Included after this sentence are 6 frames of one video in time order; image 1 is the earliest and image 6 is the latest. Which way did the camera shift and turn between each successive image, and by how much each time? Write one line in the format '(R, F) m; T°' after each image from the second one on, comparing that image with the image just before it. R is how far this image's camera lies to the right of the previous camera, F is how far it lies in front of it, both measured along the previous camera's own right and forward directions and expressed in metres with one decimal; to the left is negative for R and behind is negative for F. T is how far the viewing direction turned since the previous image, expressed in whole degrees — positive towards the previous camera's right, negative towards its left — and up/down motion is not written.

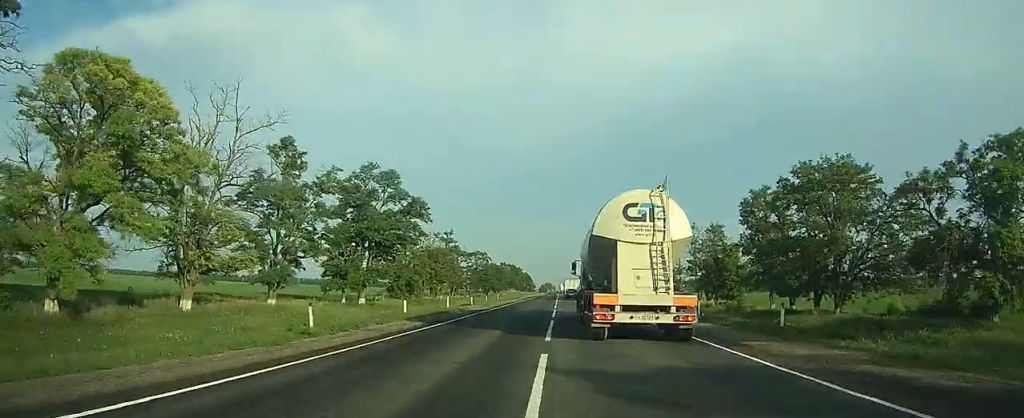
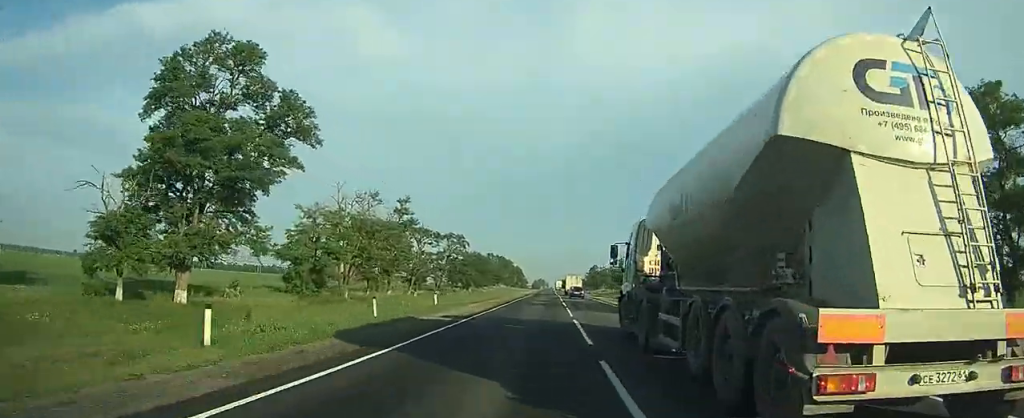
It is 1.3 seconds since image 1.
(-0.3, +35.6) m; -1°
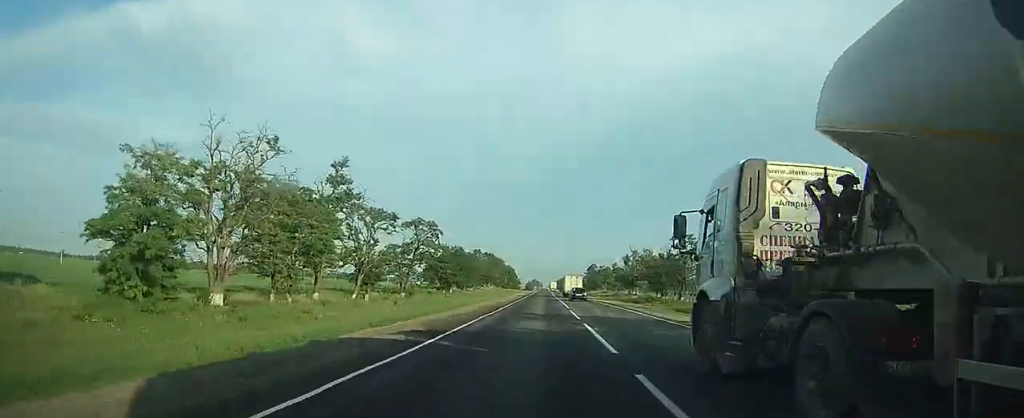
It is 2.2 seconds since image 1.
(0.0, +23.9) m; 0°
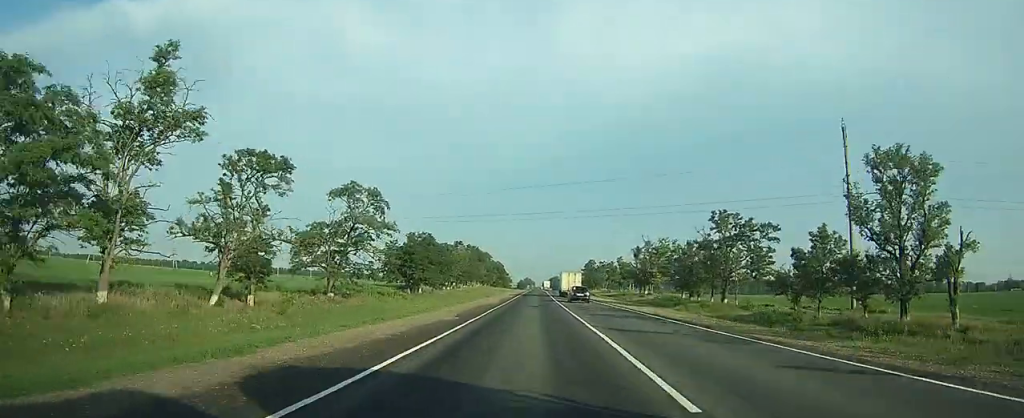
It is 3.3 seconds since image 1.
(0.0, +26.9) m; 0°
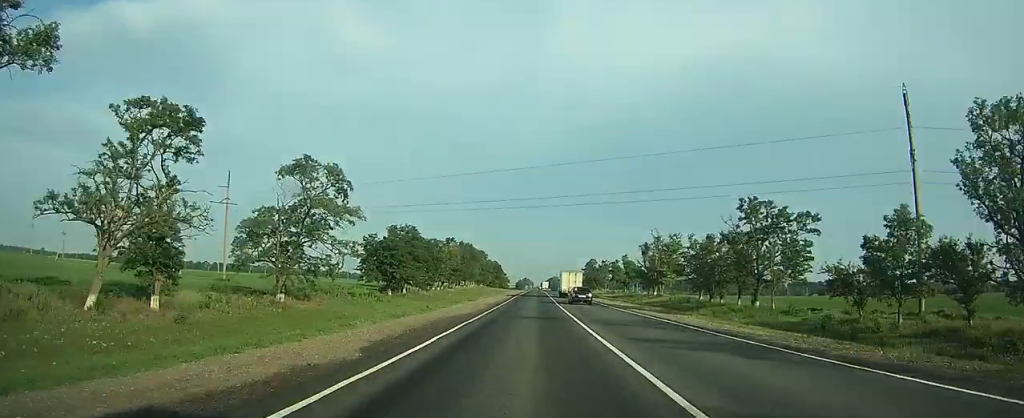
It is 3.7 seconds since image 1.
(-0.1, +11.1) m; 0°
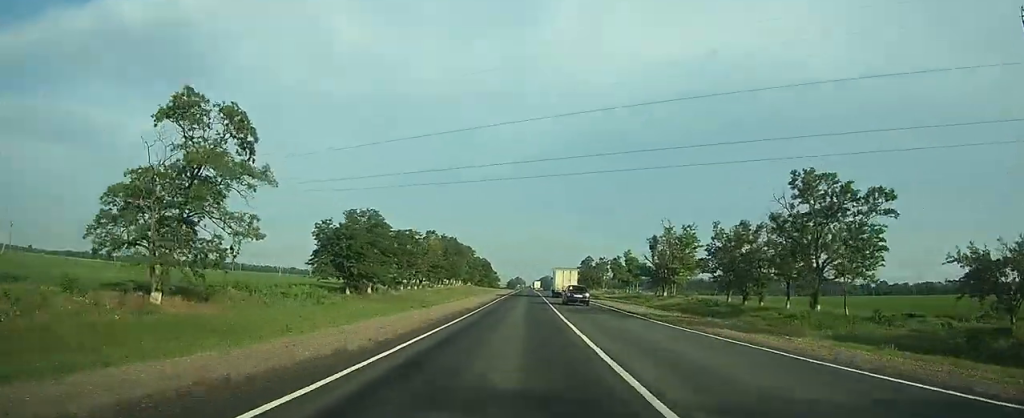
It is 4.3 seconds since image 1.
(+0.2, +14.7) m; +1°
